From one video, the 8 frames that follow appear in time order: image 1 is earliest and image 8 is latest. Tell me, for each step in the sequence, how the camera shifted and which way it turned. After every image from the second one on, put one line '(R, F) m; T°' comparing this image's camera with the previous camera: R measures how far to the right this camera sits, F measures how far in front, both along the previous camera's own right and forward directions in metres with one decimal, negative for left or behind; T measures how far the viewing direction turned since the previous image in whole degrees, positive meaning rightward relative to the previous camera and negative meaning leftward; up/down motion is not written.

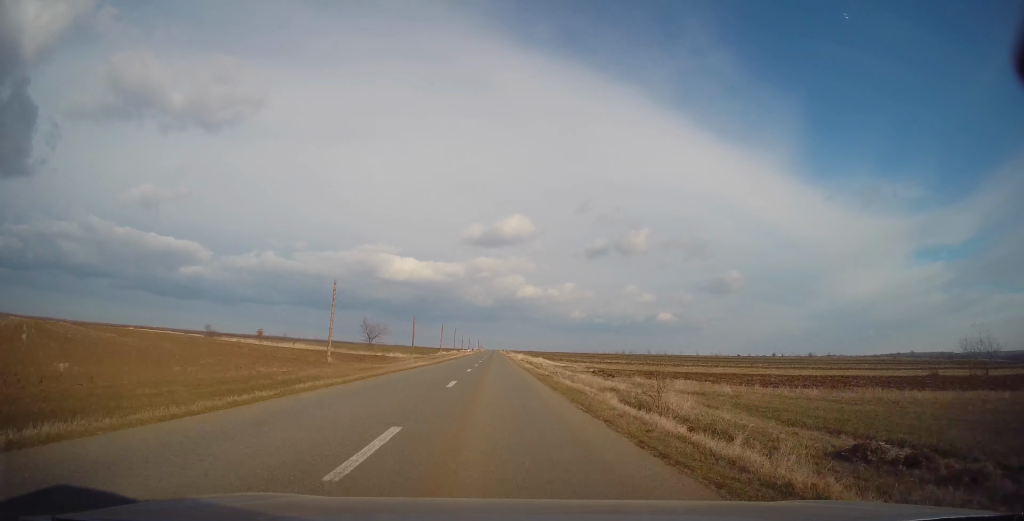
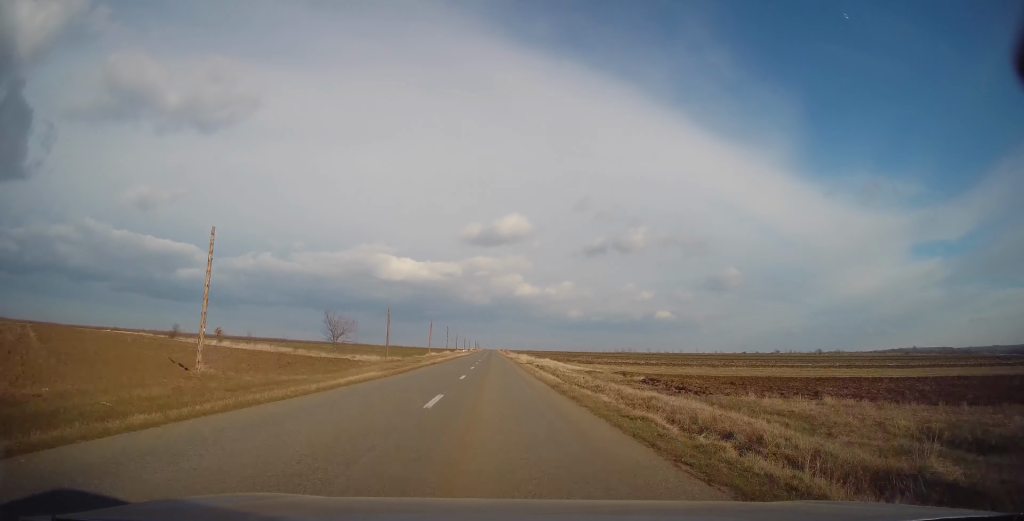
(+0.1, +17.7) m; -1°
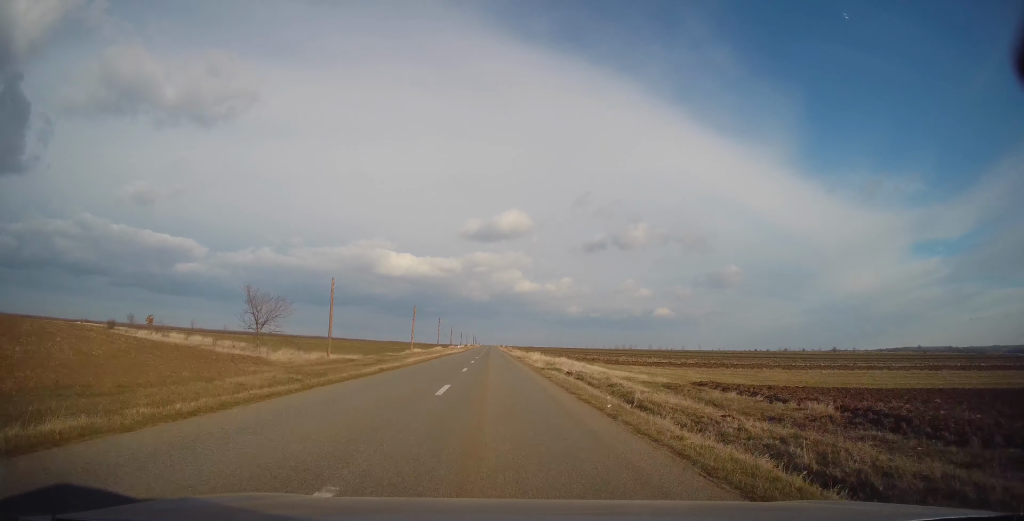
(-0.3, +21.5) m; 0°
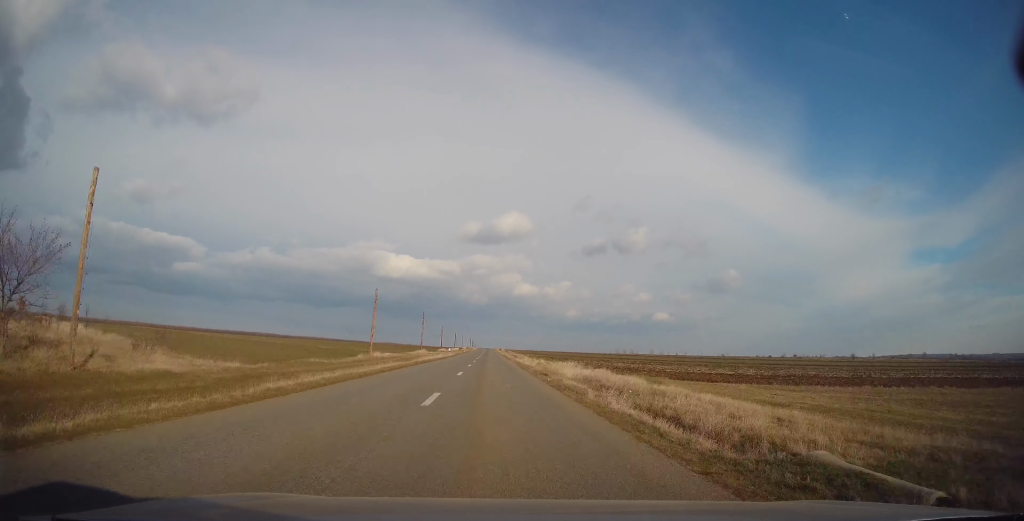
(+0.2, +25.2) m; 0°
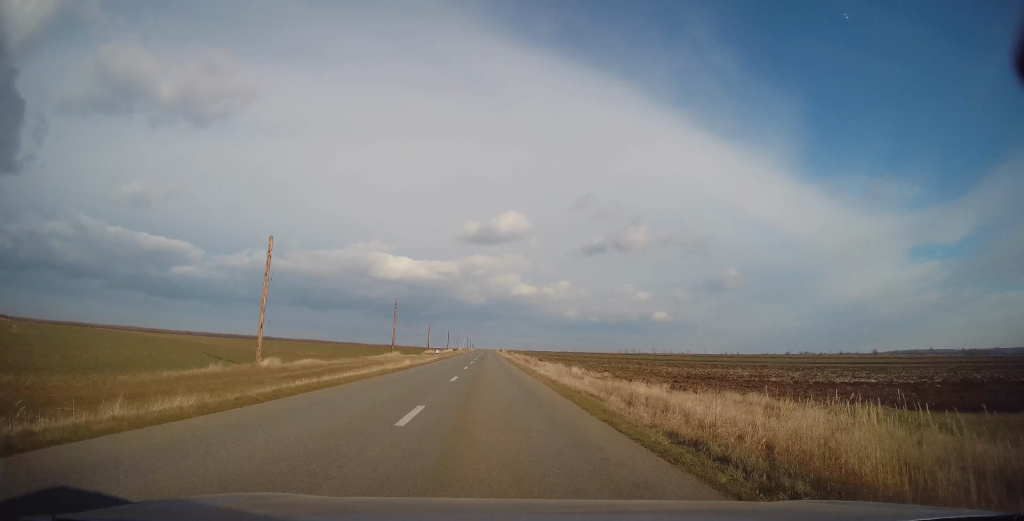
(+0.1, +26.9) m; 0°
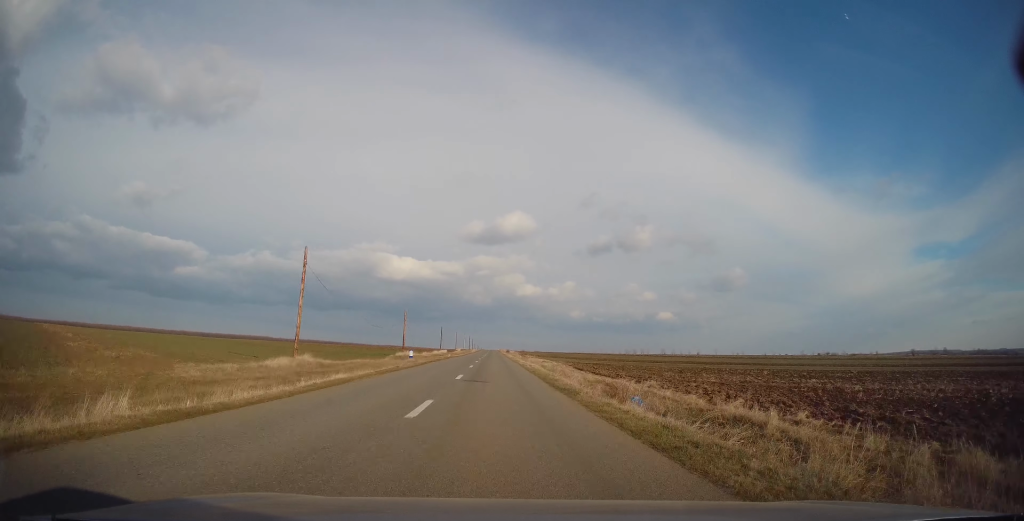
(+0.1, +34.6) m; 0°
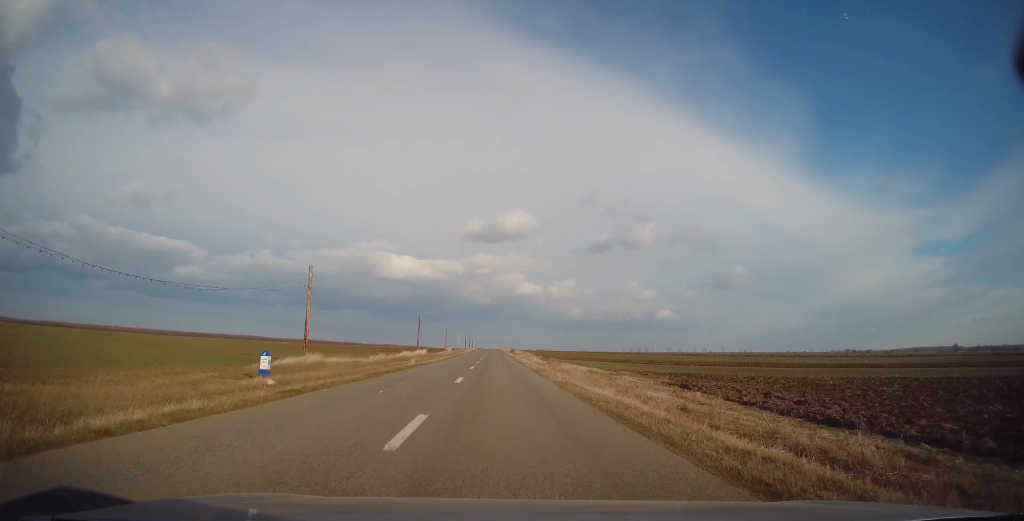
(-0.2, +37.1) m; -1°
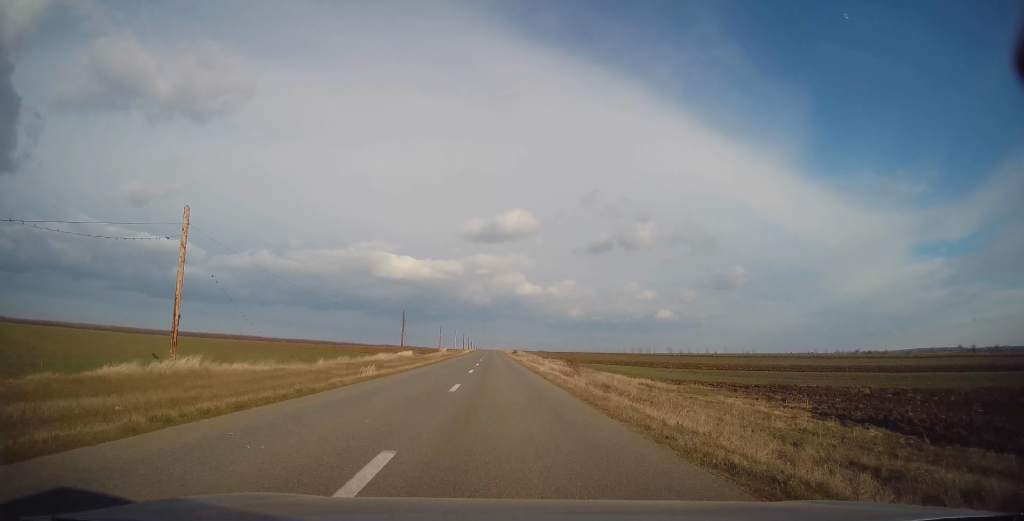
(0.0, +14.6) m; 0°
